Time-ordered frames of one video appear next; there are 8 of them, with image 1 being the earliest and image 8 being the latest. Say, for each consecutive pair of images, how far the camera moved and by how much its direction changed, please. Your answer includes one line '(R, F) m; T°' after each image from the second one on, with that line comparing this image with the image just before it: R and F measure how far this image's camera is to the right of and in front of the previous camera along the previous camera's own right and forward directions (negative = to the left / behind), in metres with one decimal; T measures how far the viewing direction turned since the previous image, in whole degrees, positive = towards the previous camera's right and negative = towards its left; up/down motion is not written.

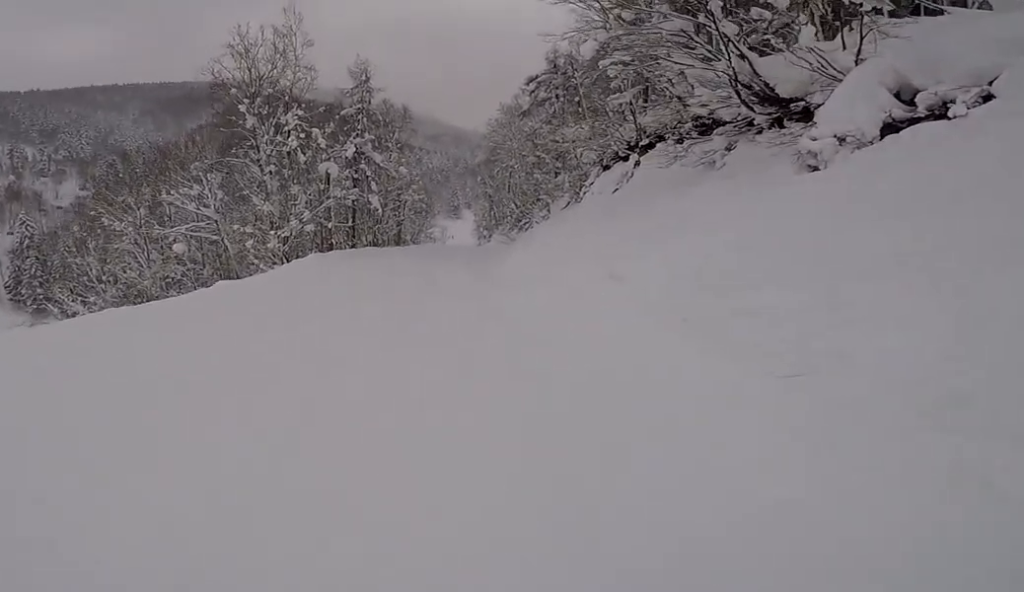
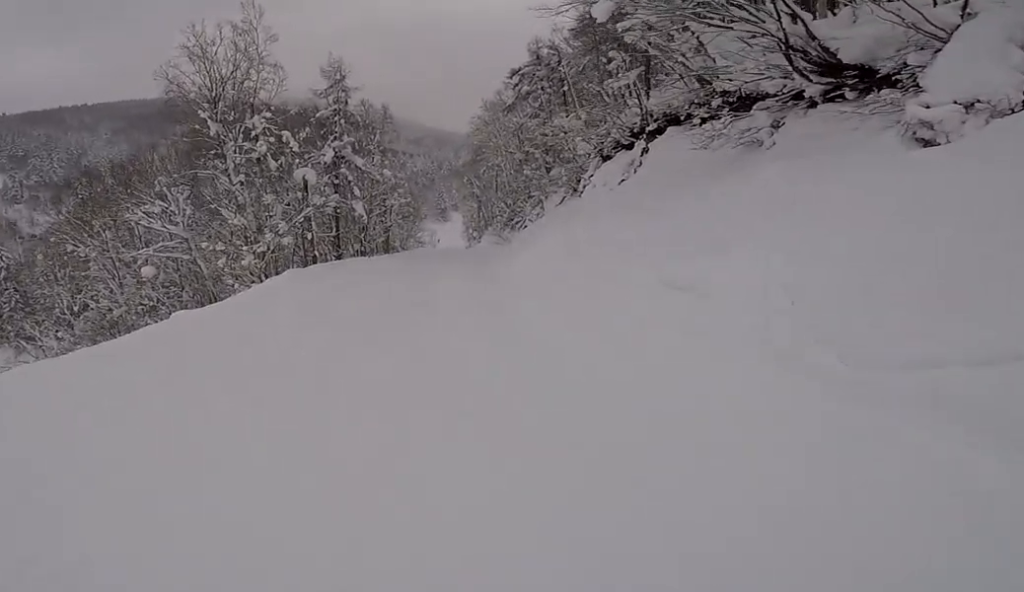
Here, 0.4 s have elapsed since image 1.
(+0.8, +2.5) m; +4°
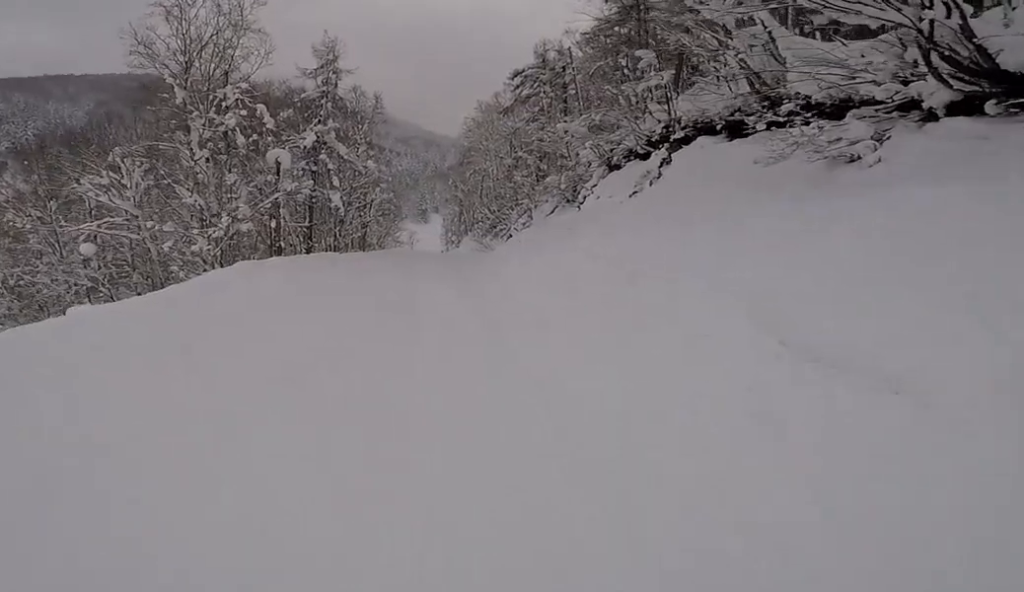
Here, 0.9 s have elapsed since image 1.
(+0.9, +3.1) m; +5°
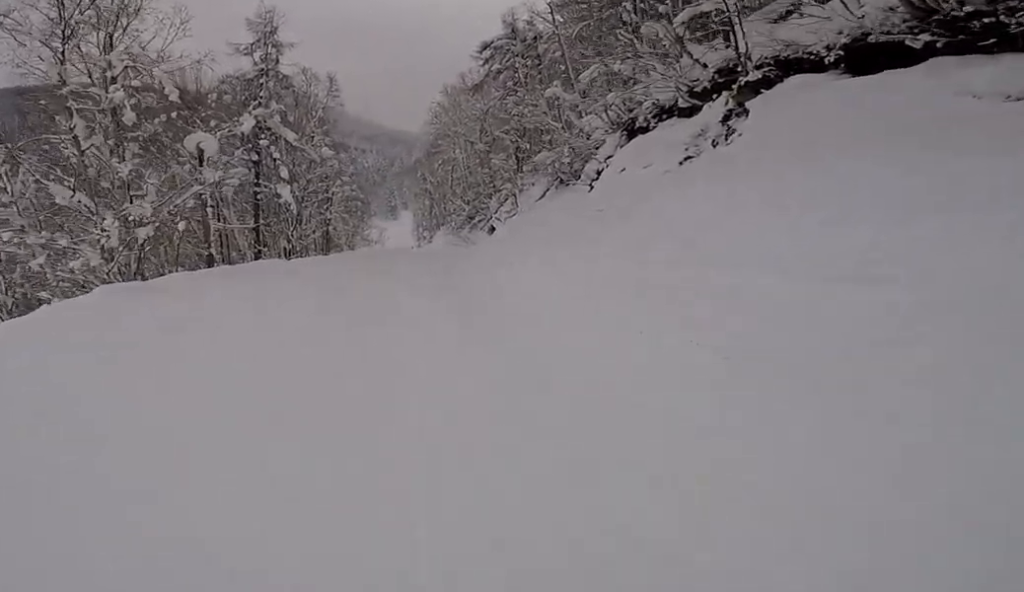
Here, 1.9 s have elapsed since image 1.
(-0.7, +6.2) m; -8°
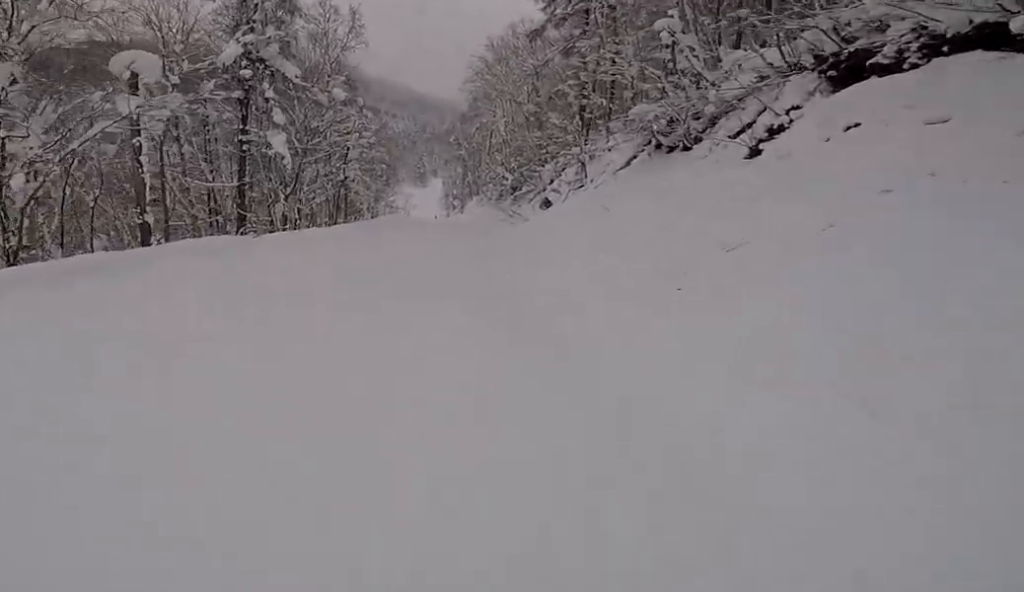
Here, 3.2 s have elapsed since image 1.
(-0.2, +7.9) m; 0°
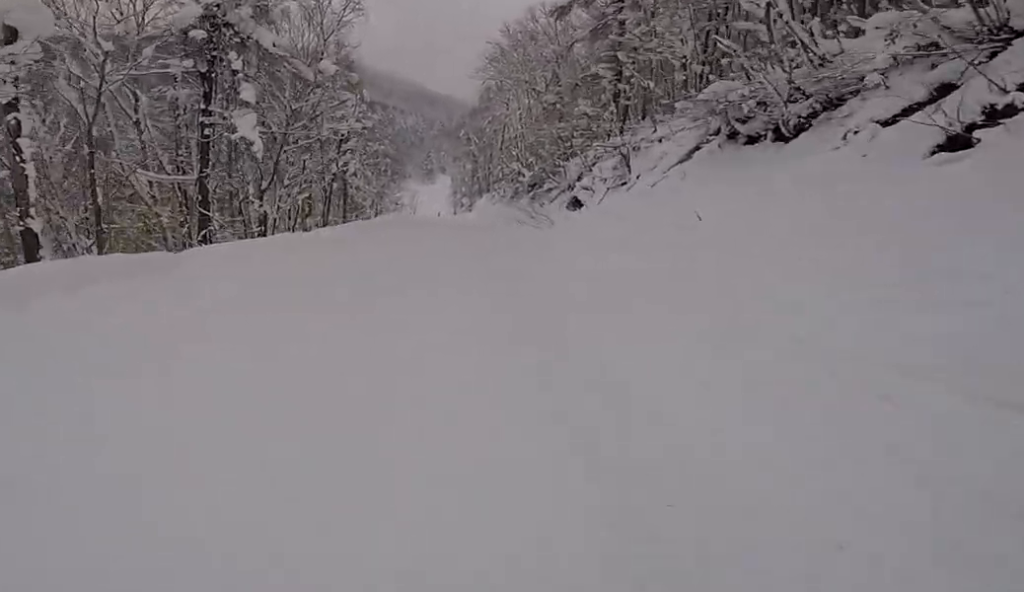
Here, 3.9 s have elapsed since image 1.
(-0.1, +5.1) m; +8°
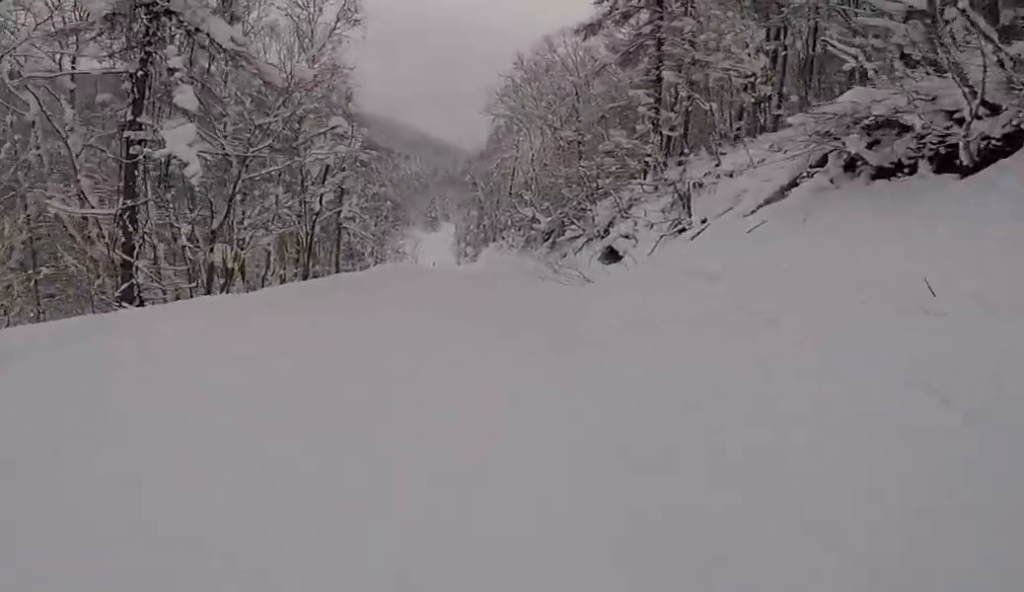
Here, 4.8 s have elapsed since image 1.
(+0.8, +5.4) m; 0°
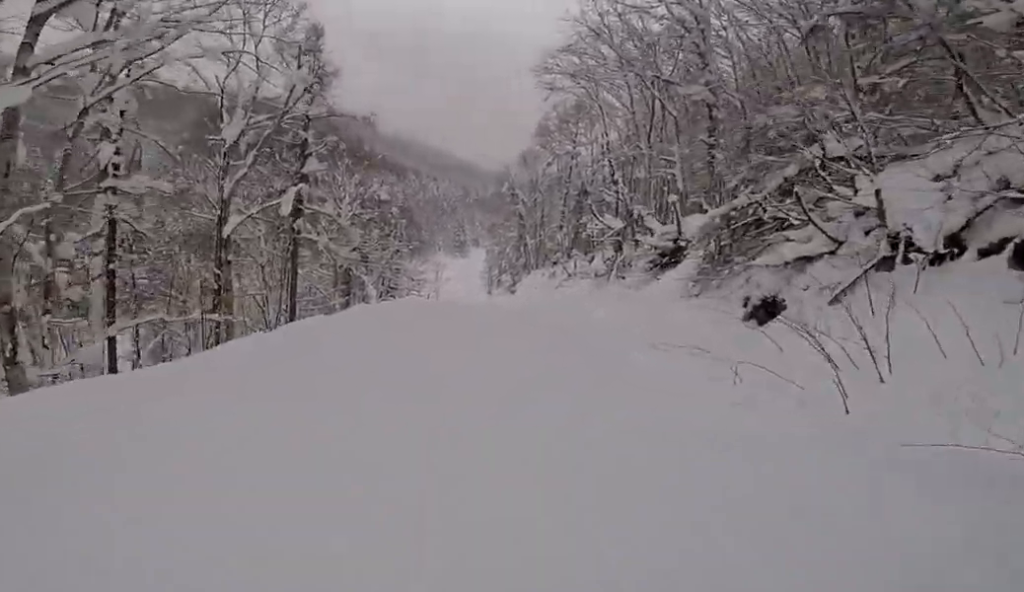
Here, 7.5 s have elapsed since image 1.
(-1.7, +18.6) m; -1°
